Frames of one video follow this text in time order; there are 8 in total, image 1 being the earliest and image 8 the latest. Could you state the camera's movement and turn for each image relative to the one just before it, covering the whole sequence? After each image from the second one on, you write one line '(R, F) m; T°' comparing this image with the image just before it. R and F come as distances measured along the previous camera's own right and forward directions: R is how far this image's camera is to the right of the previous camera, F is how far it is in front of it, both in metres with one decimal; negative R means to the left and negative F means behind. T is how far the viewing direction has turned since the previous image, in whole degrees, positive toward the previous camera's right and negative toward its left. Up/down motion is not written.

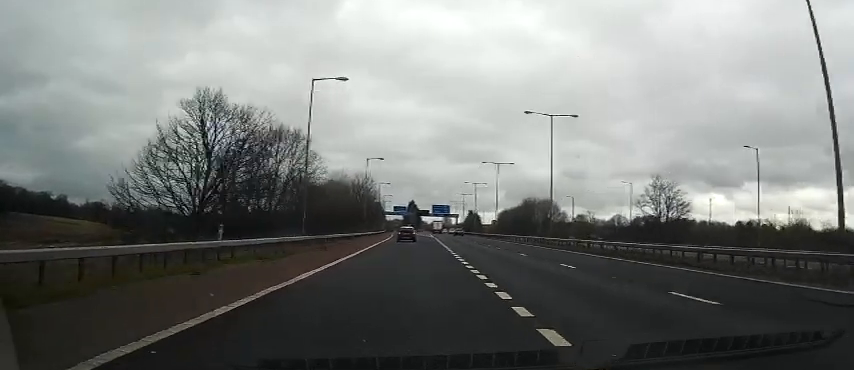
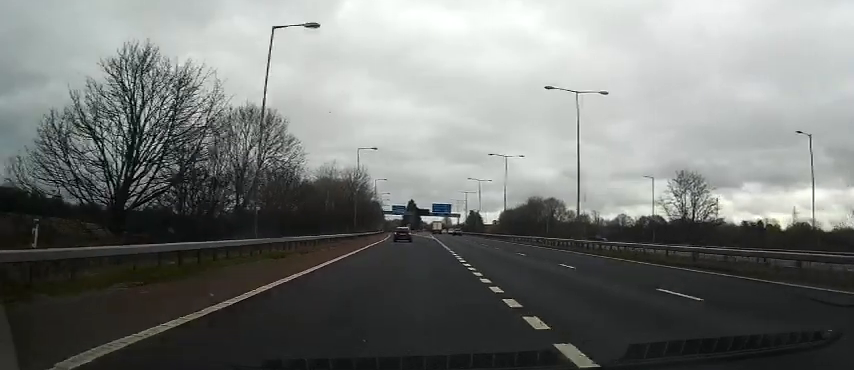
(+0.1, +8.8) m; 0°
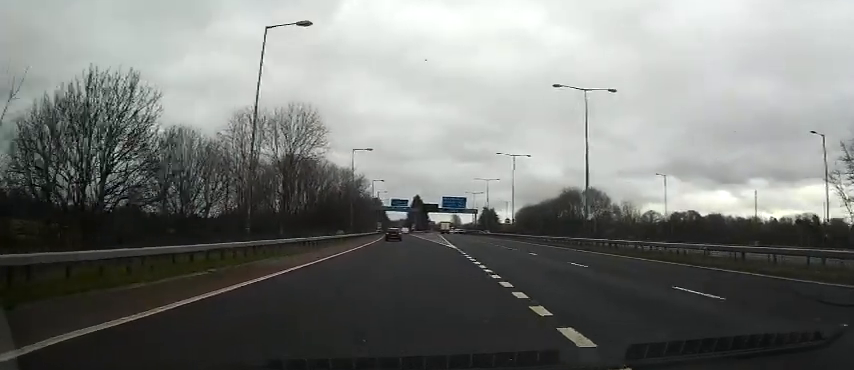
(+0.2, +35.7) m; -1°
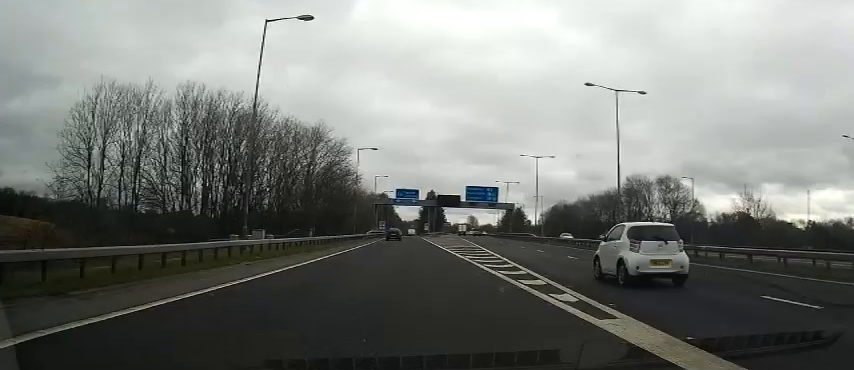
(-0.1, +37.0) m; 0°
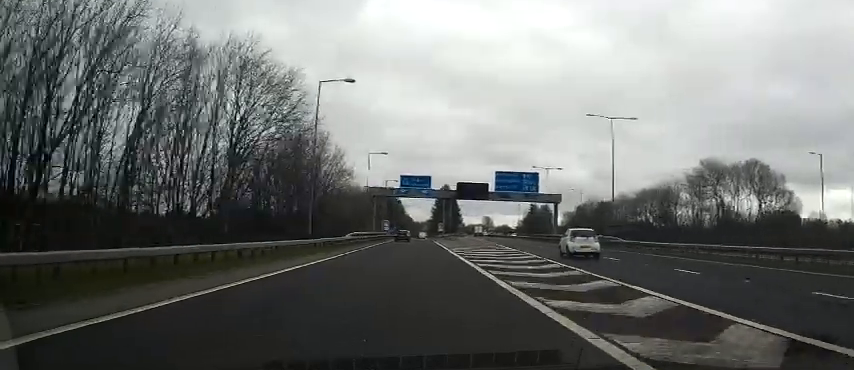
(-0.6, +26.2) m; -1°
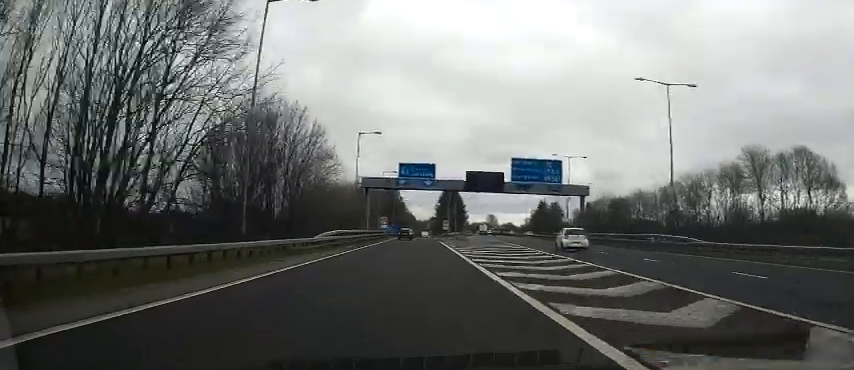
(0.0, +11.8) m; 0°
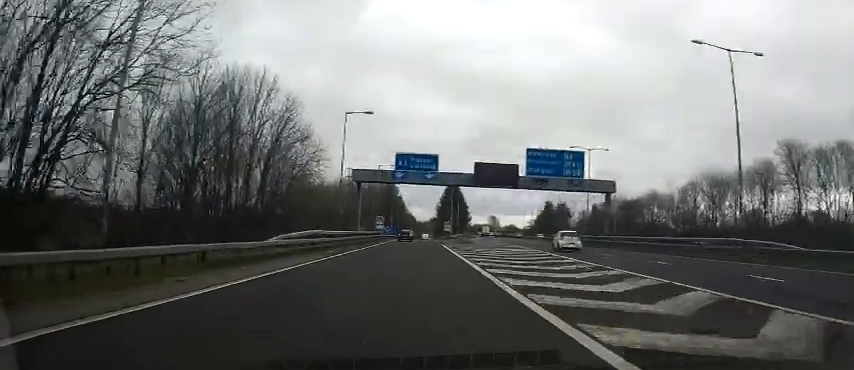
(0.0, +8.4) m; 0°
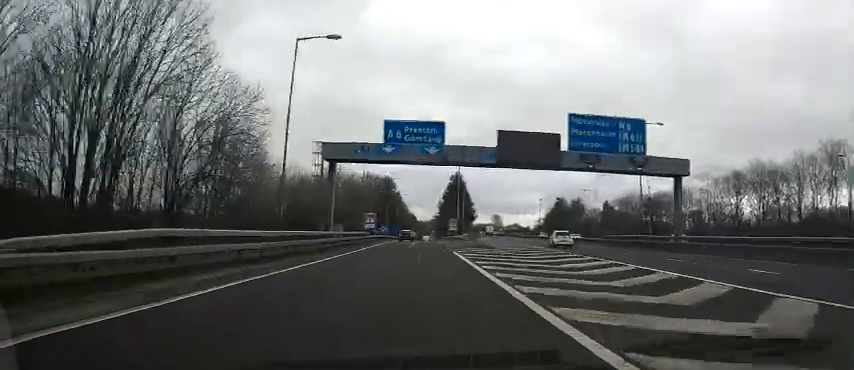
(+0.1, +15.9) m; -1°
